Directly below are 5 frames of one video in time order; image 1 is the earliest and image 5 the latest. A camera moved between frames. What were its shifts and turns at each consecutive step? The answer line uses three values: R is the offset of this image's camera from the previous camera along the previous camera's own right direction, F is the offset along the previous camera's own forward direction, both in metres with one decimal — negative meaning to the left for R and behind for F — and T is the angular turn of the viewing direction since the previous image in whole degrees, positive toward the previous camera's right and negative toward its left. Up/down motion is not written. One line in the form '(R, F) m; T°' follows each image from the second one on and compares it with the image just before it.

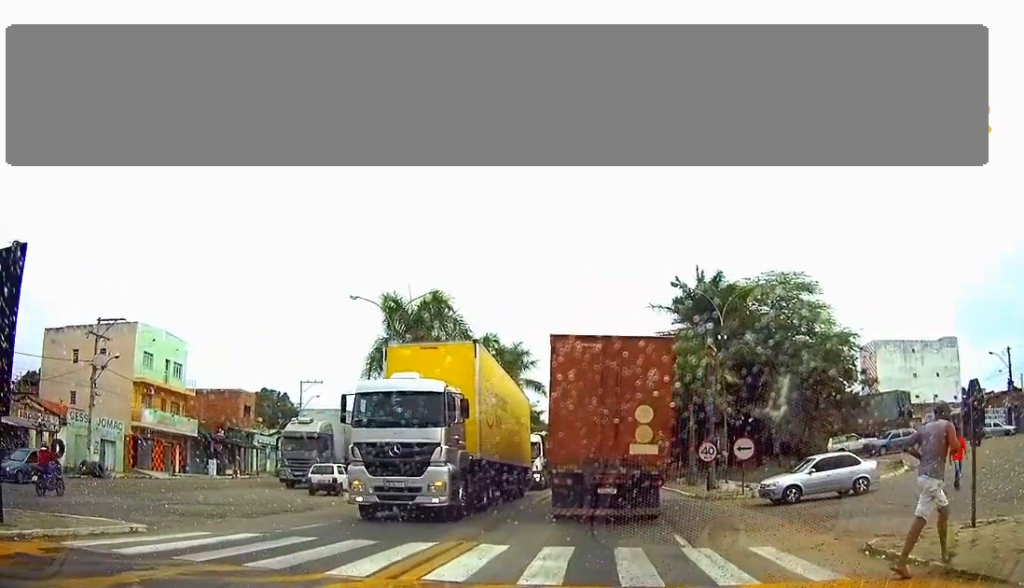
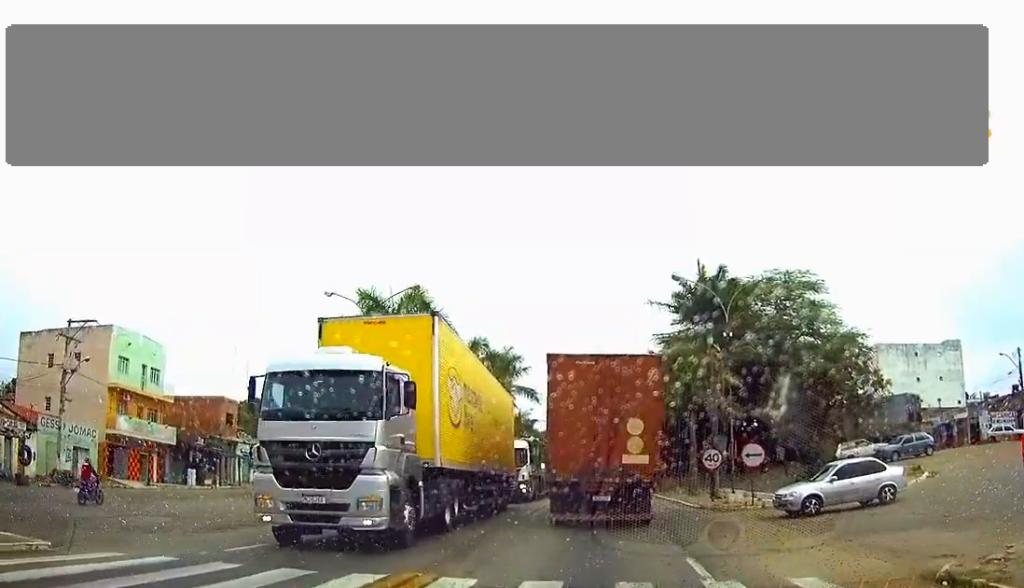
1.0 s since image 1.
(0.0, +2.4) m; 0°
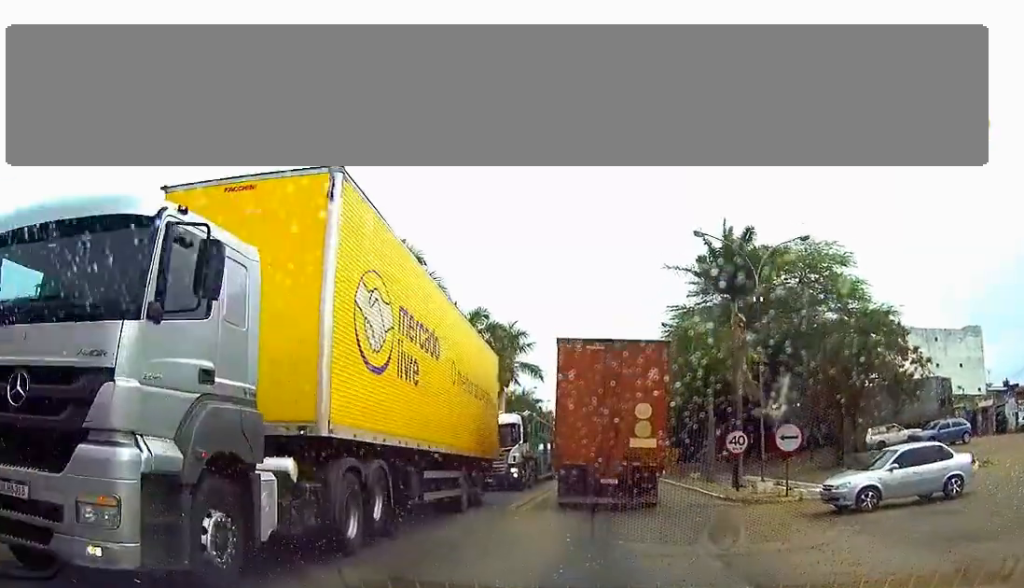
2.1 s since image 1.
(0.0, +3.3) m; -1°
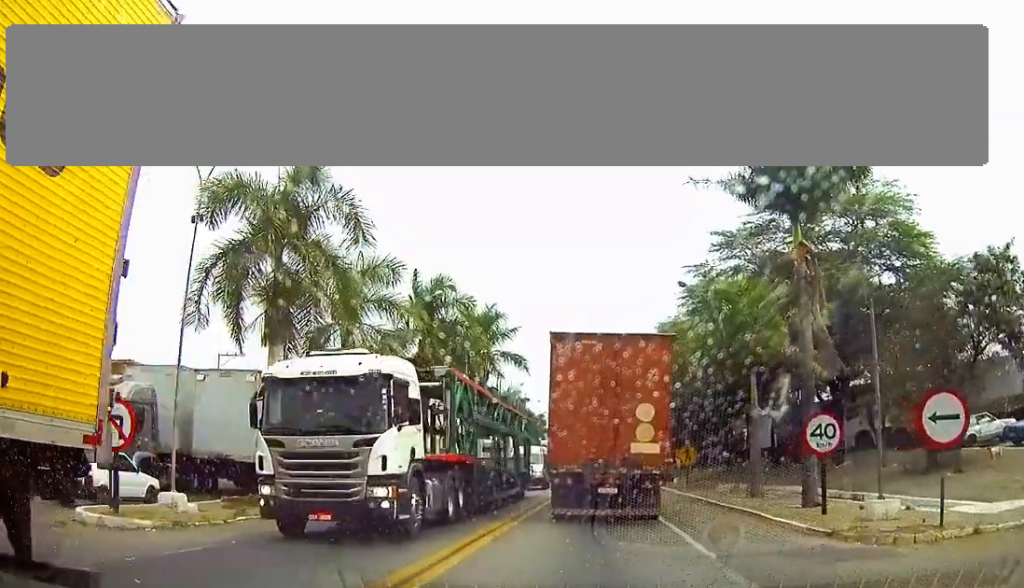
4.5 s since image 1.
(0.0, +10.5) m; +1°
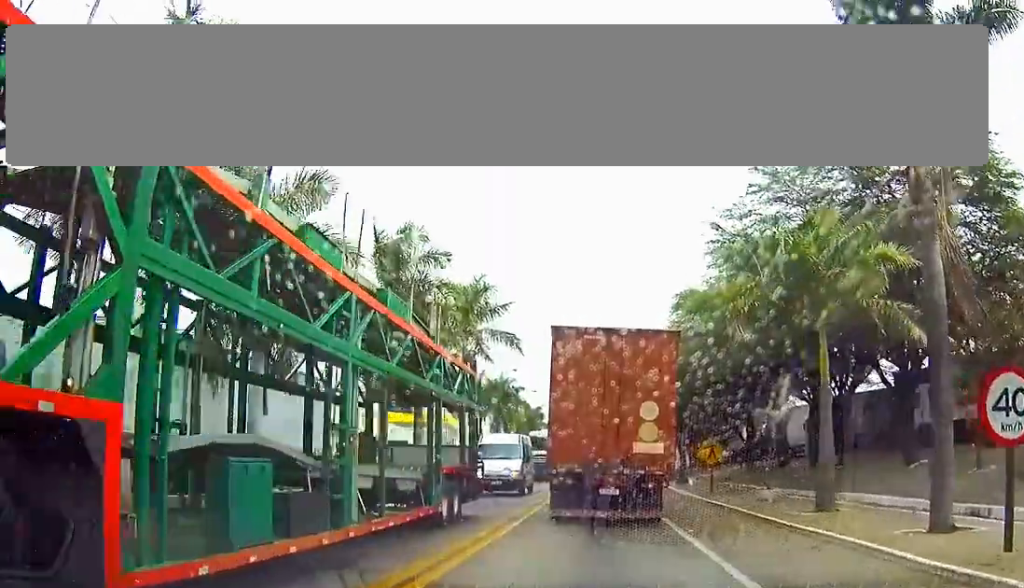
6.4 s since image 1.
(0.0, +9.3) m; 0°
